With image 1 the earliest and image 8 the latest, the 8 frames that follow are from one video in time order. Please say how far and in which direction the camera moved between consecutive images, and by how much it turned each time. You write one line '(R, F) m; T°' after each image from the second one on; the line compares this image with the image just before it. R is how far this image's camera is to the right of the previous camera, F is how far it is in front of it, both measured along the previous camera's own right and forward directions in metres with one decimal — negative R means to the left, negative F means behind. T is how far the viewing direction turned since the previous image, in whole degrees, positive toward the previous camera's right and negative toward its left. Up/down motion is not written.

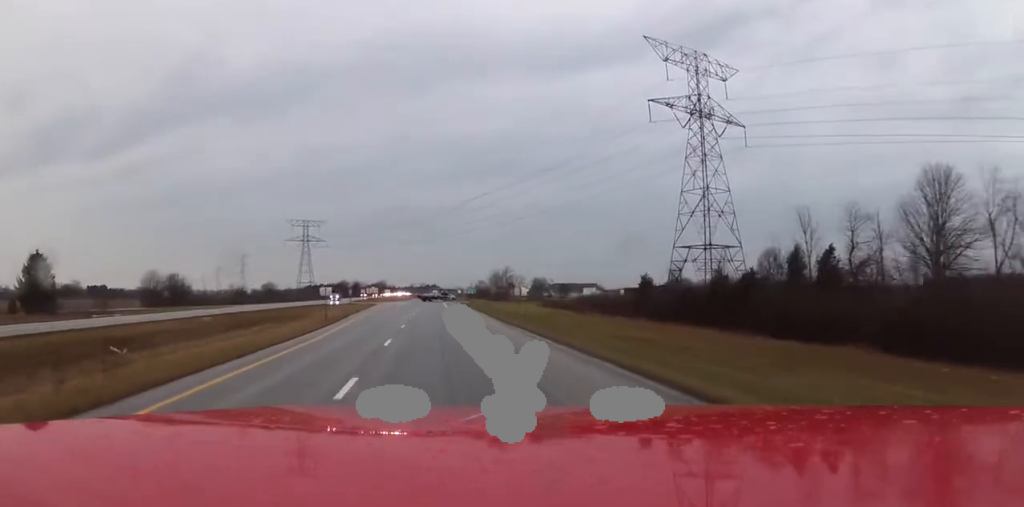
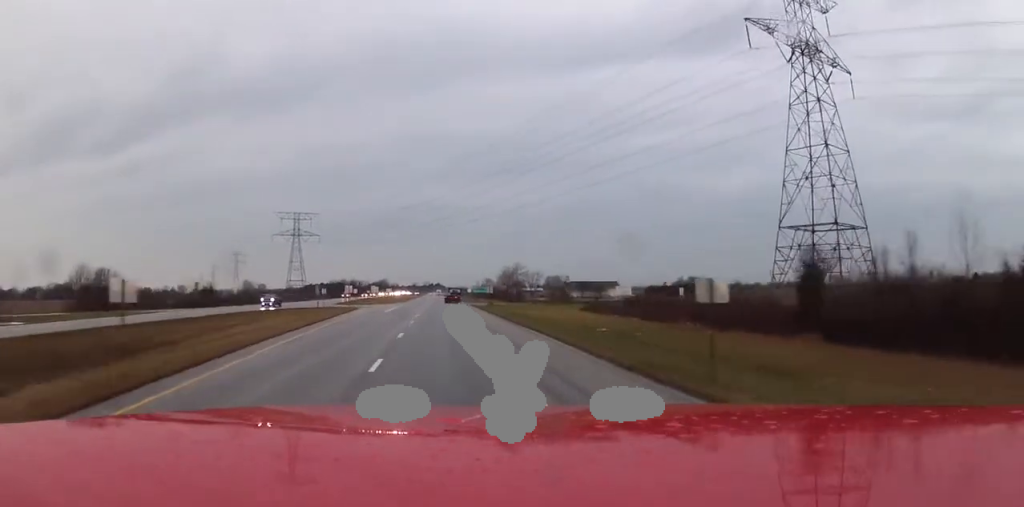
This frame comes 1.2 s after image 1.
(-0.1, +33.0) m; 0°
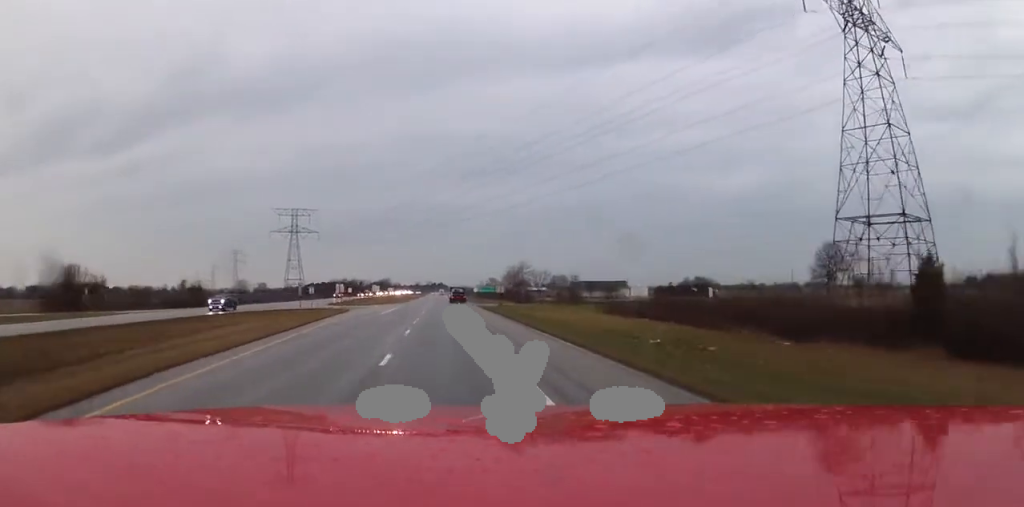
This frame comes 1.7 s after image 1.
(+0.1, +11.5) m; 0°
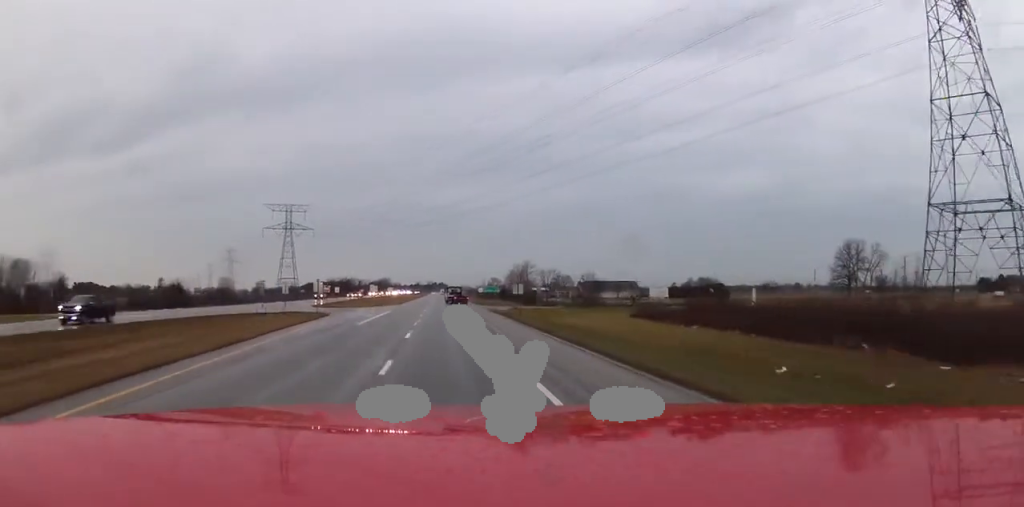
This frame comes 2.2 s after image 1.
(0.0, +14.7) m; 0°
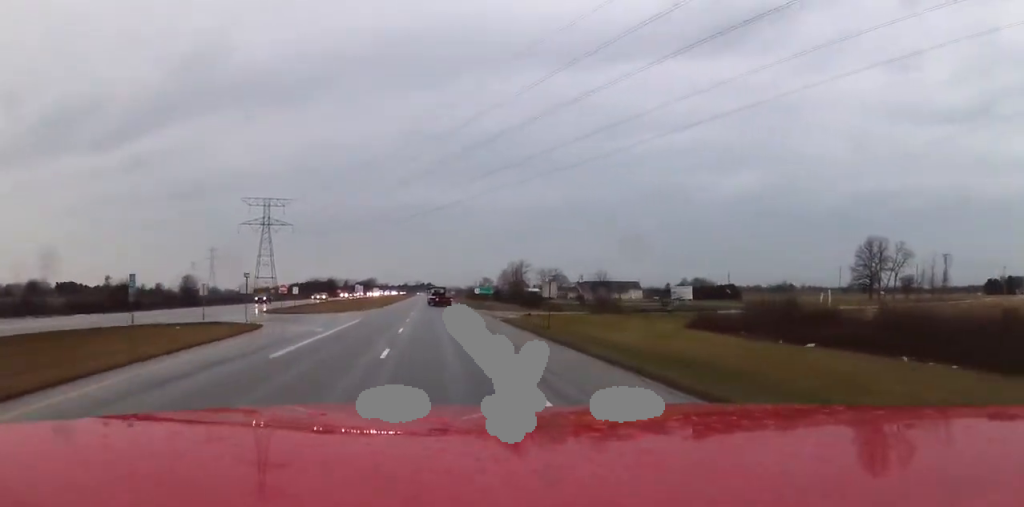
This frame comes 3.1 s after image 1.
(0.0, +22.0) m; 0°
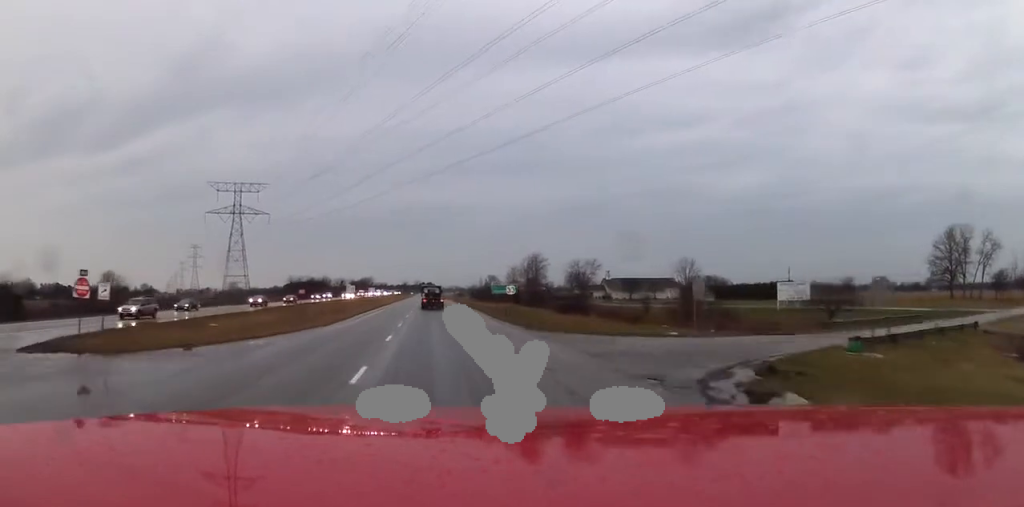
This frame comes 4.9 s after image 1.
(0.0, +43.5) m; 0°
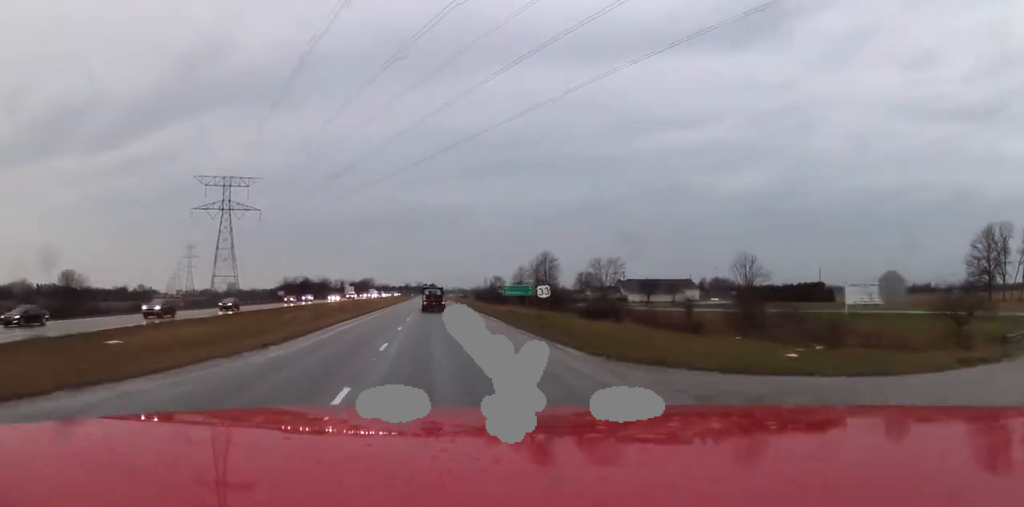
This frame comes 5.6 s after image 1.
(0.0, +15.8) m; 0°
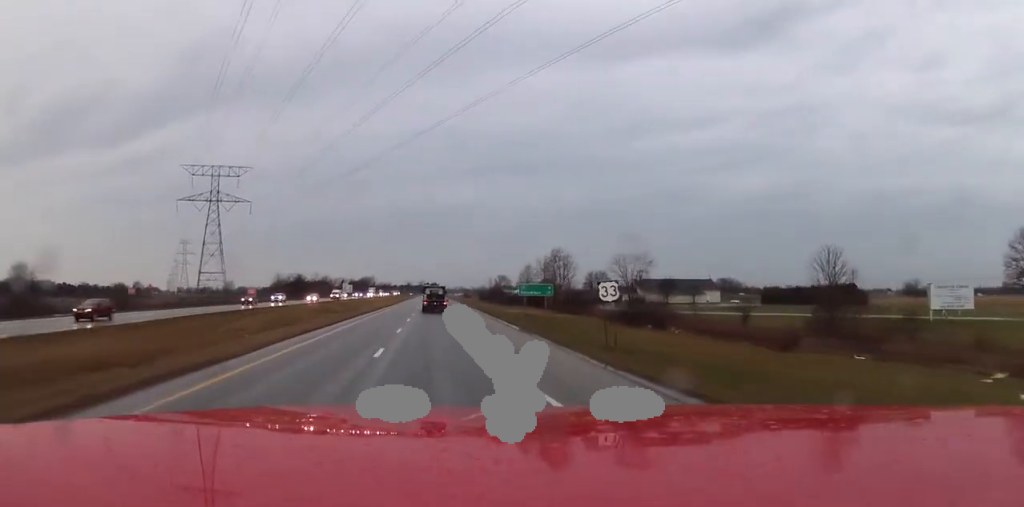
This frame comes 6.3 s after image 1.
(-0.2, +15.0) m; 0°
